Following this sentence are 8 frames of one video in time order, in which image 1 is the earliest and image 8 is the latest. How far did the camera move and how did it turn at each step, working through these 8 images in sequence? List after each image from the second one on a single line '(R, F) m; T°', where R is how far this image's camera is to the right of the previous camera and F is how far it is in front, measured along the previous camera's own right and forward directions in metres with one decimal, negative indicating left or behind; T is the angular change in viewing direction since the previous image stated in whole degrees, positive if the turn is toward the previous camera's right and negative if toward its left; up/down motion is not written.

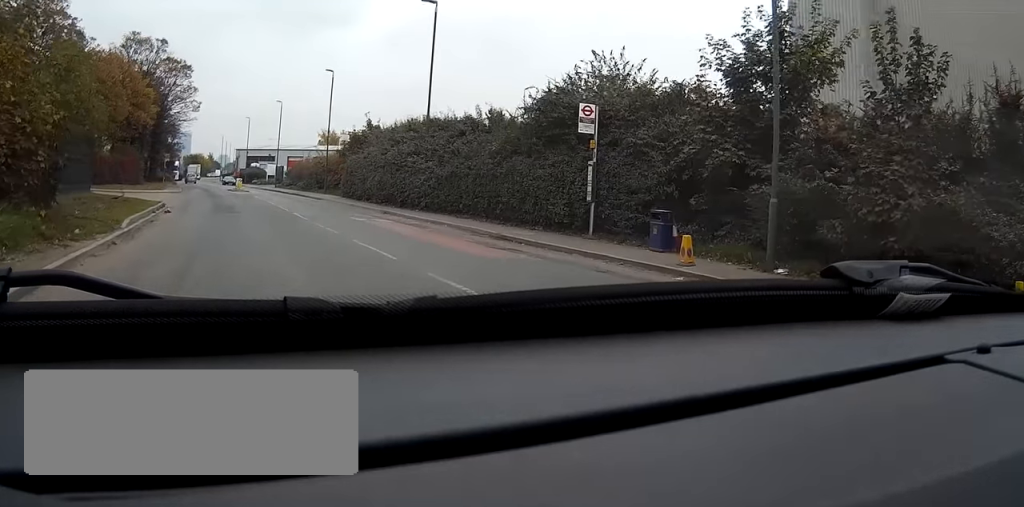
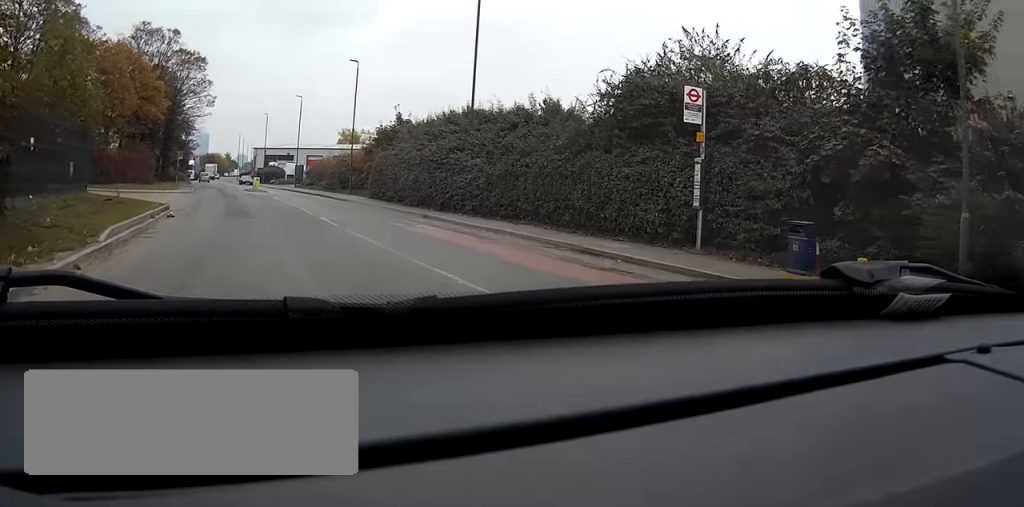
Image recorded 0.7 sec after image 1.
(0.0, +4.1) m; -1°
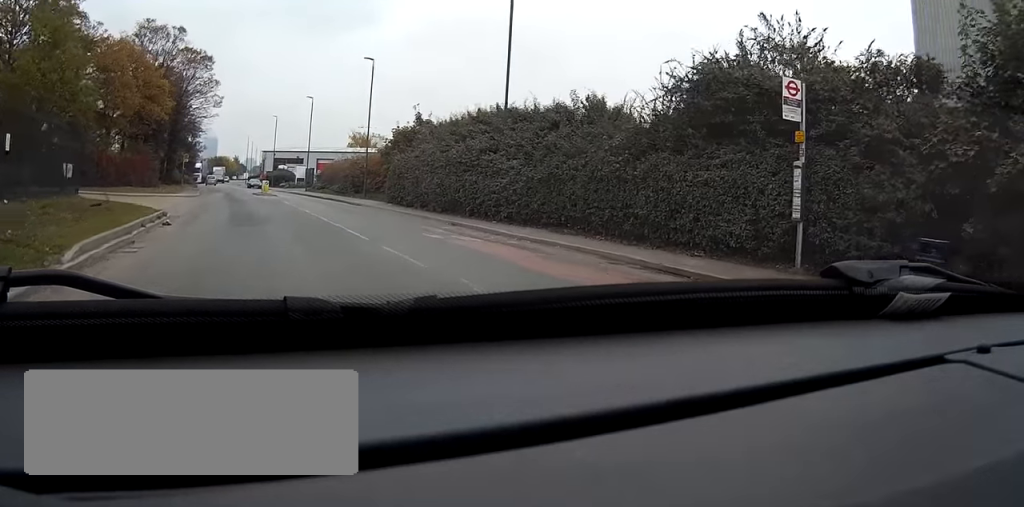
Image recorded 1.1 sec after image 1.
(0.0, +2.8) m; 0°
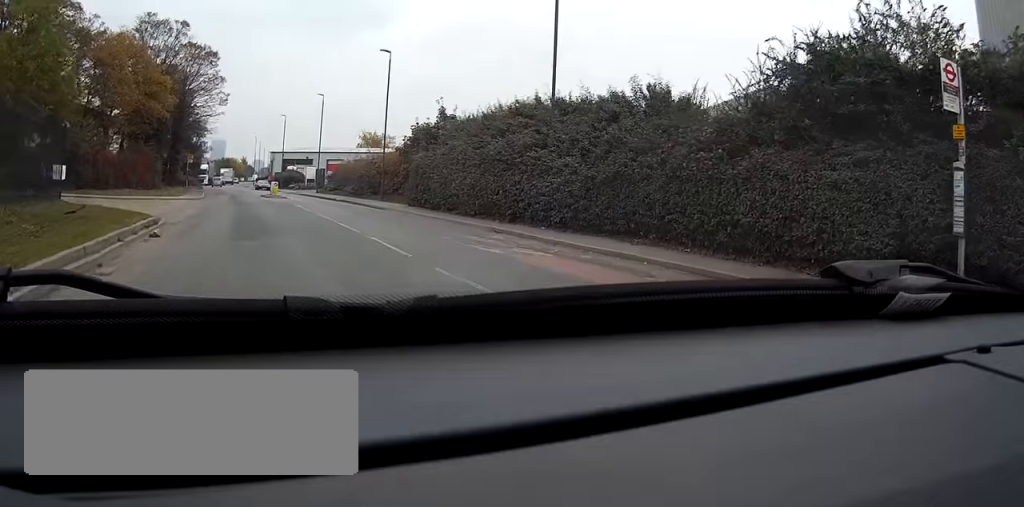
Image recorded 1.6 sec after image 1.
(0.0, +3.7) m; -1°
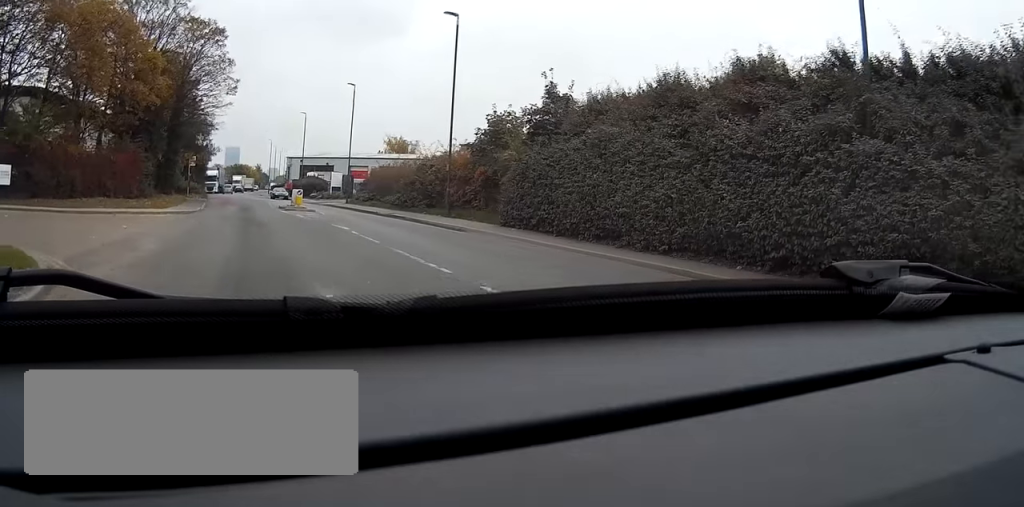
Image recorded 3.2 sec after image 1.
(-0.3, +13.1) m; -3°
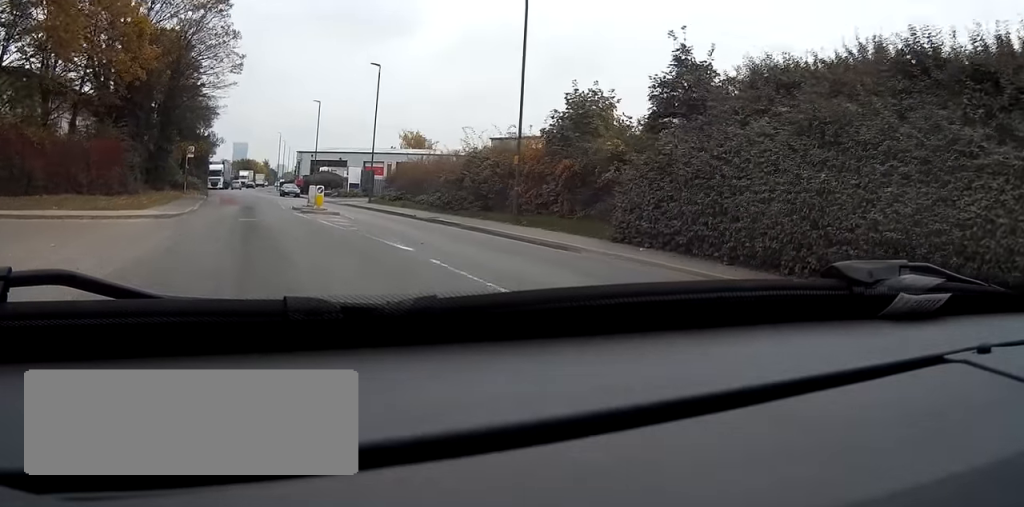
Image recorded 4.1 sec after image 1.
(-0.2, +8.5) m; -2°
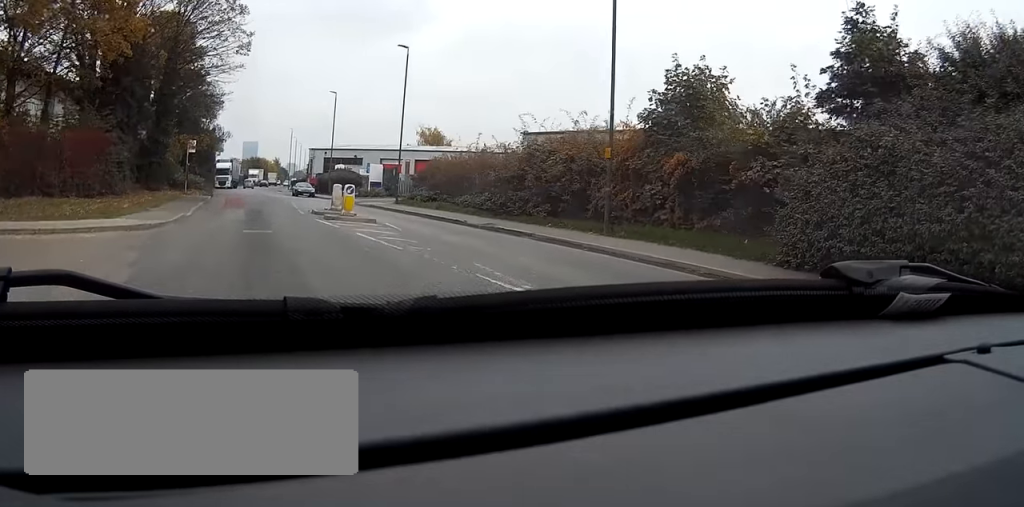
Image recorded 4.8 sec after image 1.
(-0.1, +6.5) m; -1°
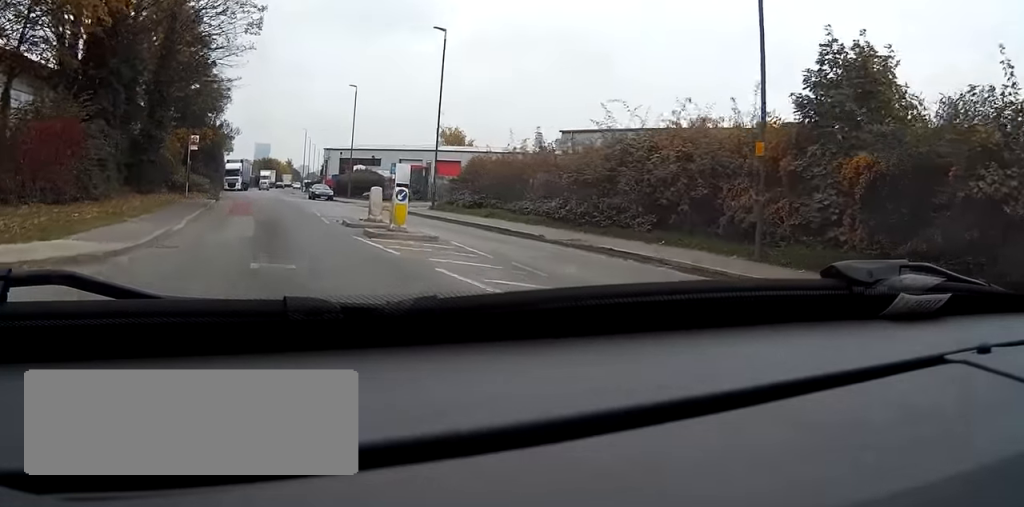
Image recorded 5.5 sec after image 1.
(0.0, +6.6) m; -1°
